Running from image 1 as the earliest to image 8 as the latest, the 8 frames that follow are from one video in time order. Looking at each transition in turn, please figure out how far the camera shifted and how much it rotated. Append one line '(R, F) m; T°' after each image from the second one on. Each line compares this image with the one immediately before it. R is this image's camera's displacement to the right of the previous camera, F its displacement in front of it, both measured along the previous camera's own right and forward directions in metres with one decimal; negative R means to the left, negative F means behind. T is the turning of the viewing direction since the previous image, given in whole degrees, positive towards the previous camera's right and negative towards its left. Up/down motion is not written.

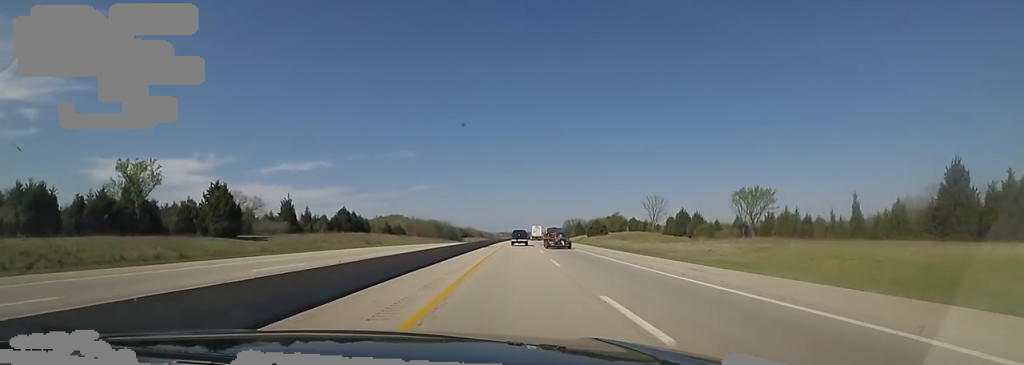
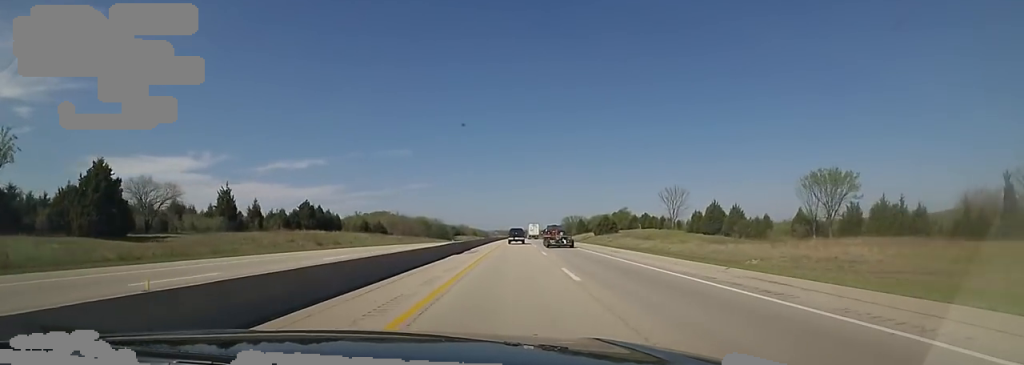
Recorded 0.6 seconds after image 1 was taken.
(+0.4, +22.2) m; 0°
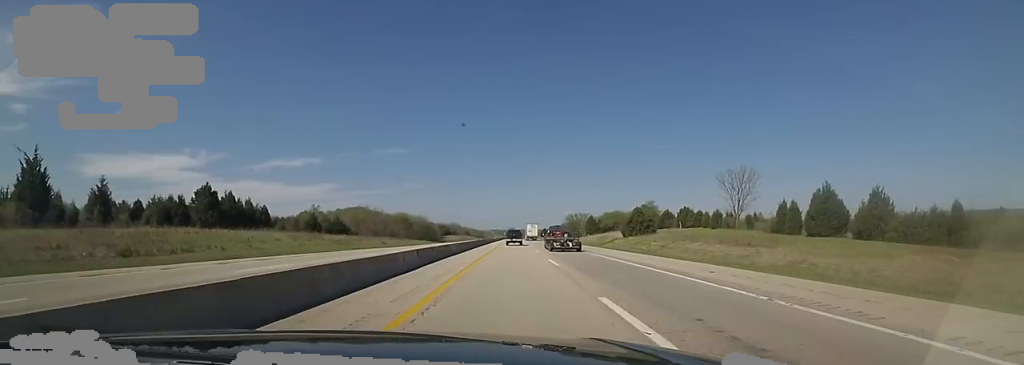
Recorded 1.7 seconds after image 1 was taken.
(0.0, +38.4) m; -2°
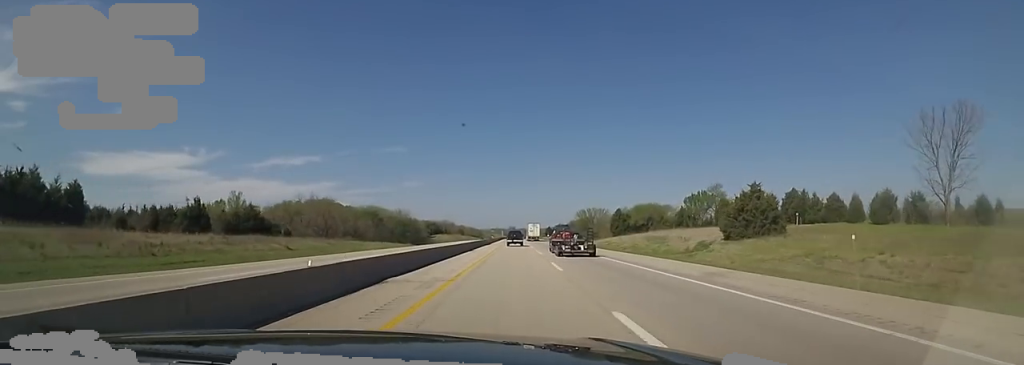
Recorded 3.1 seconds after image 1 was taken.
(-0.9, +46.8) m; -1°
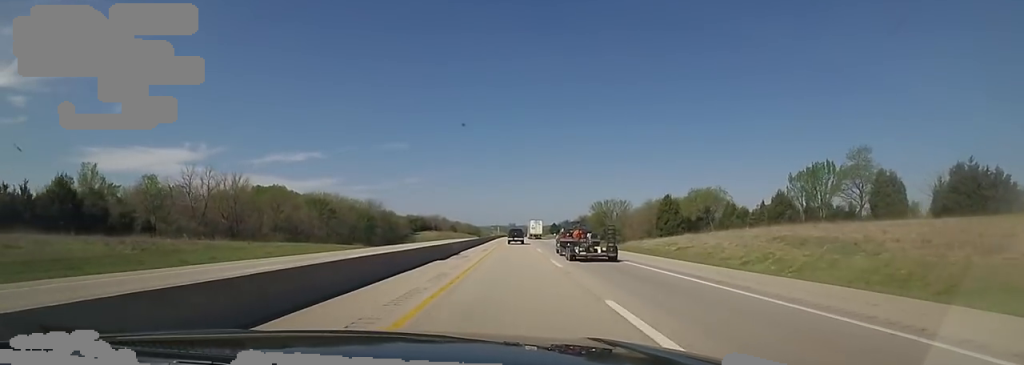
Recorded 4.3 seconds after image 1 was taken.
(+0.2, +43.9) m; +3°
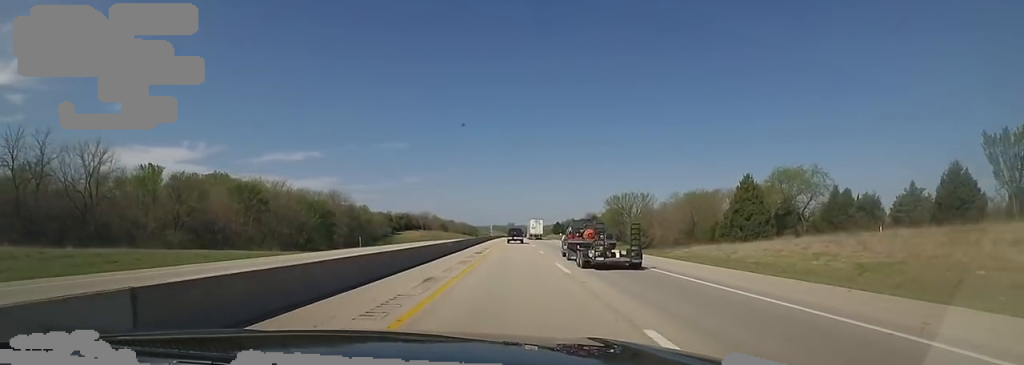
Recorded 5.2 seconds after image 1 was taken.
(+1.7, +33.4) m; -1°
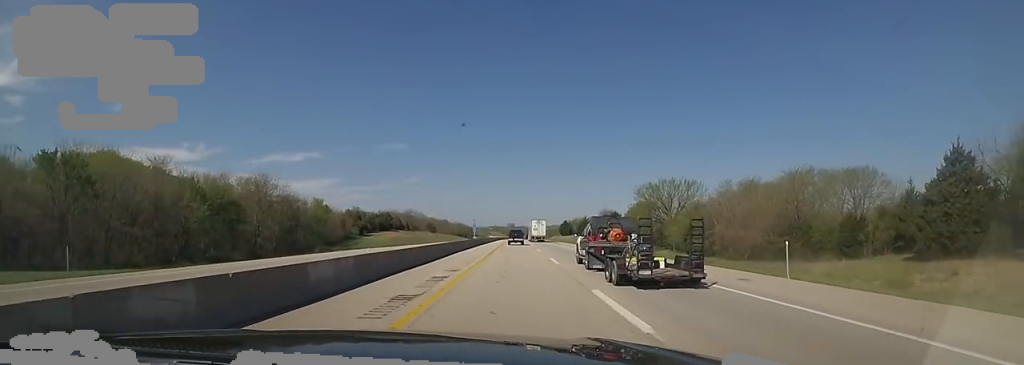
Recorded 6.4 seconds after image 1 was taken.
(-2.2, +40.5) m; -2°
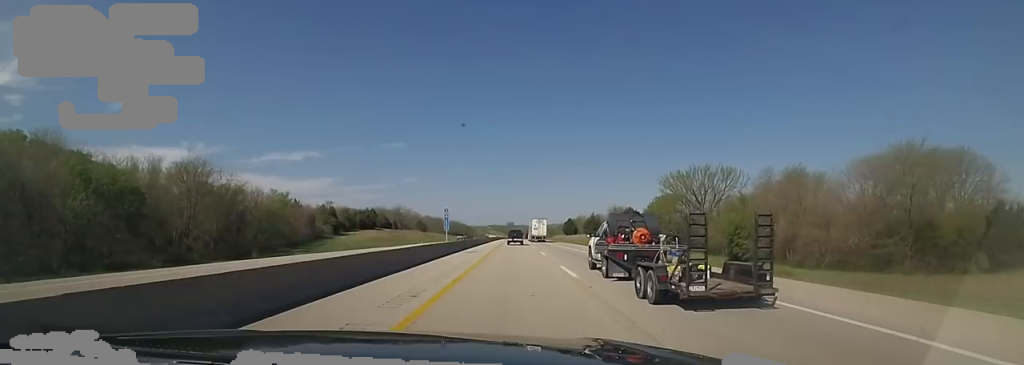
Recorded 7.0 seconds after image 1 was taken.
(+0.4, +21.6) m; 0°
